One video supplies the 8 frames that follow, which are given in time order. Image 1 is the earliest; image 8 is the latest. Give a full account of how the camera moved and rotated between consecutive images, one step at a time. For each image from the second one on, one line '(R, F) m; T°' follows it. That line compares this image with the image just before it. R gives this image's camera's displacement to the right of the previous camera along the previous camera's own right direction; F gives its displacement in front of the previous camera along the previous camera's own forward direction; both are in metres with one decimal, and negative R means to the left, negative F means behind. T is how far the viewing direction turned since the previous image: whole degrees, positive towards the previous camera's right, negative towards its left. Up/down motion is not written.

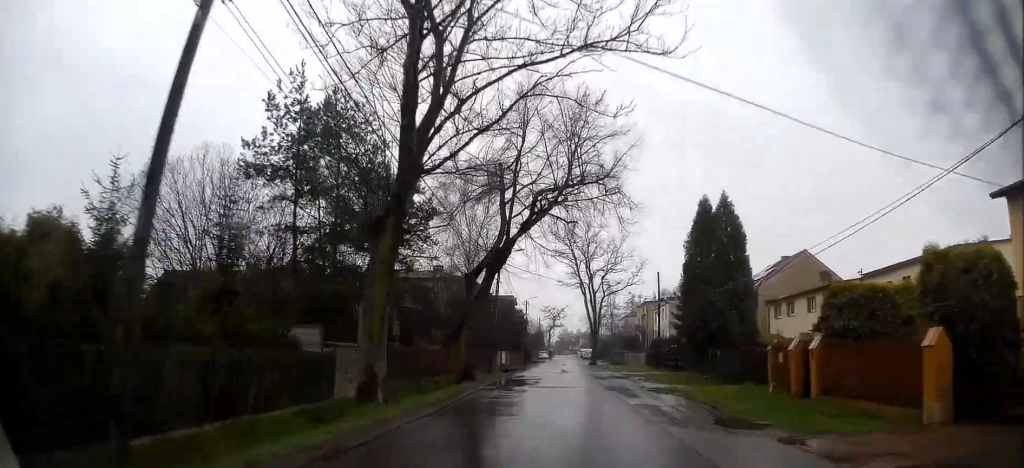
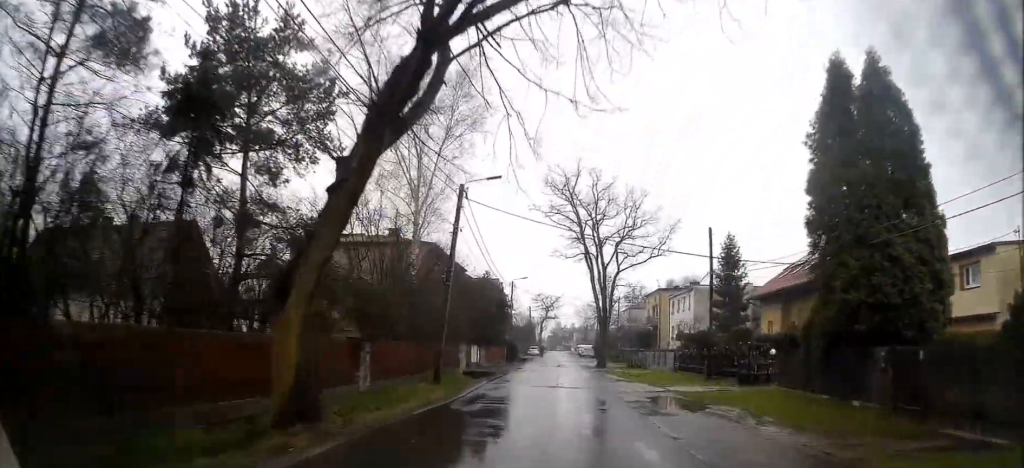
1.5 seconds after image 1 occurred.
(0.0, +15.9) m; +1°
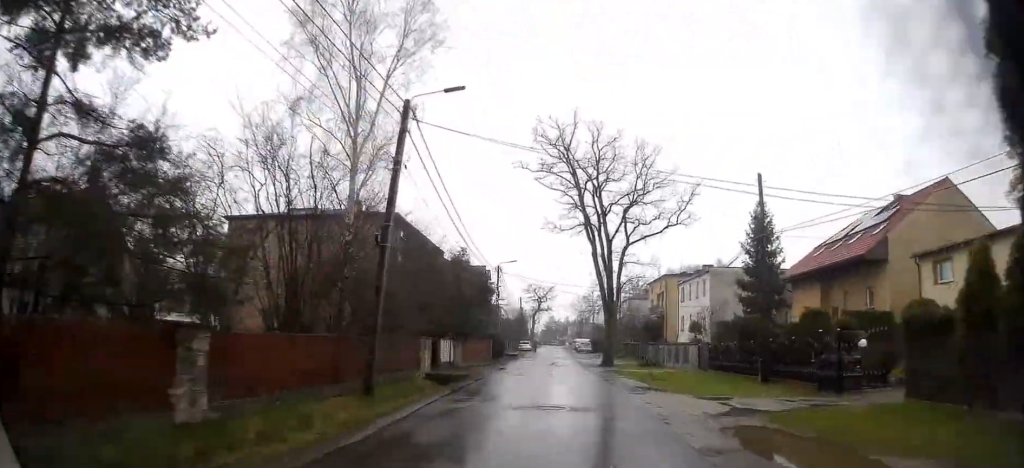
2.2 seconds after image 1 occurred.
(0.0, +8.1) m; 0°
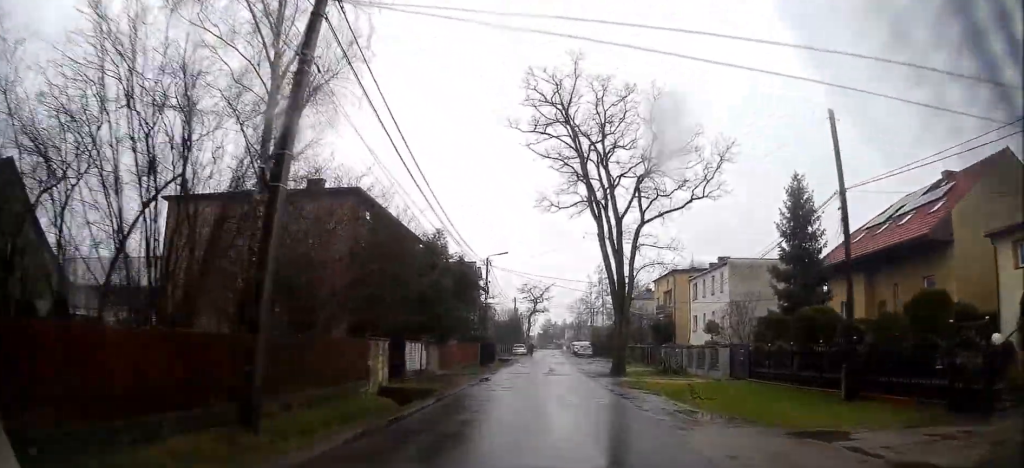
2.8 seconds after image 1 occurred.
(0.0, +5.9) m; 0°
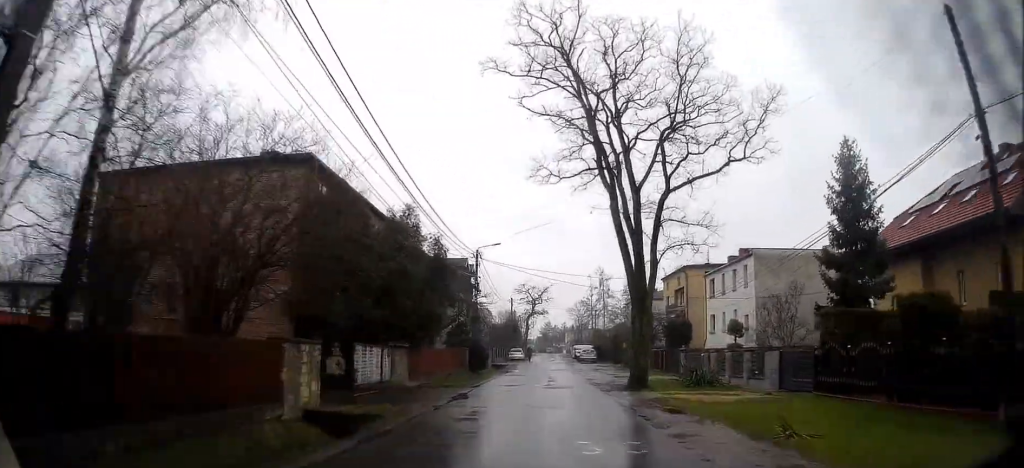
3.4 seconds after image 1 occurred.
(0.0, +5.9) m; 0°
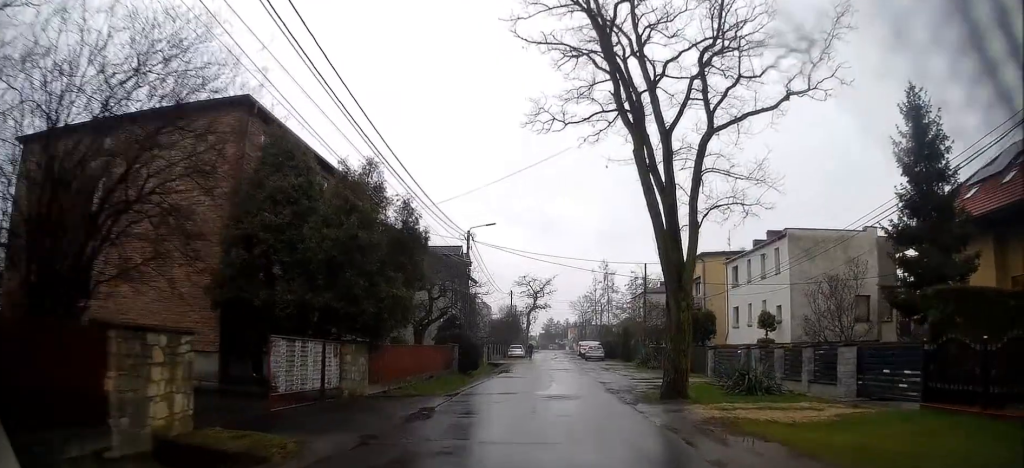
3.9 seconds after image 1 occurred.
(0.0, +5.4) m; 0°
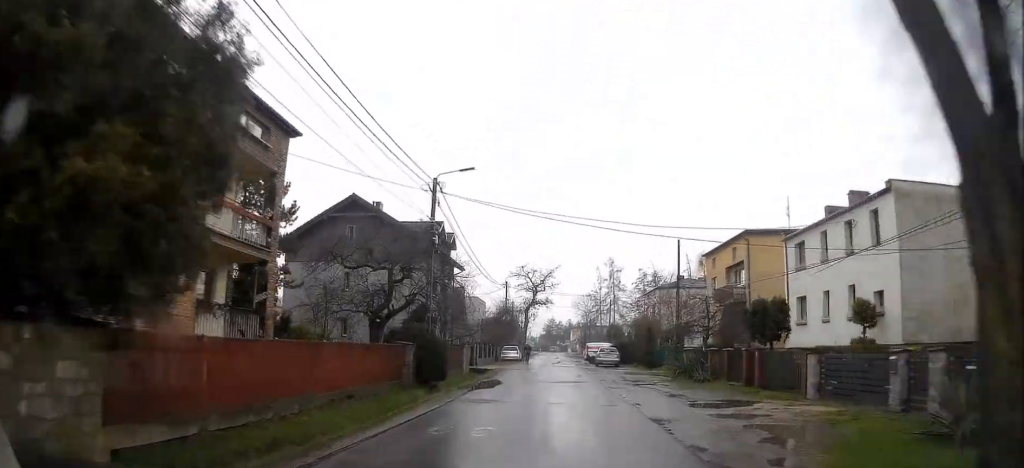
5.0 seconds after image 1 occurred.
(+0.1, +11.4) m; +1°
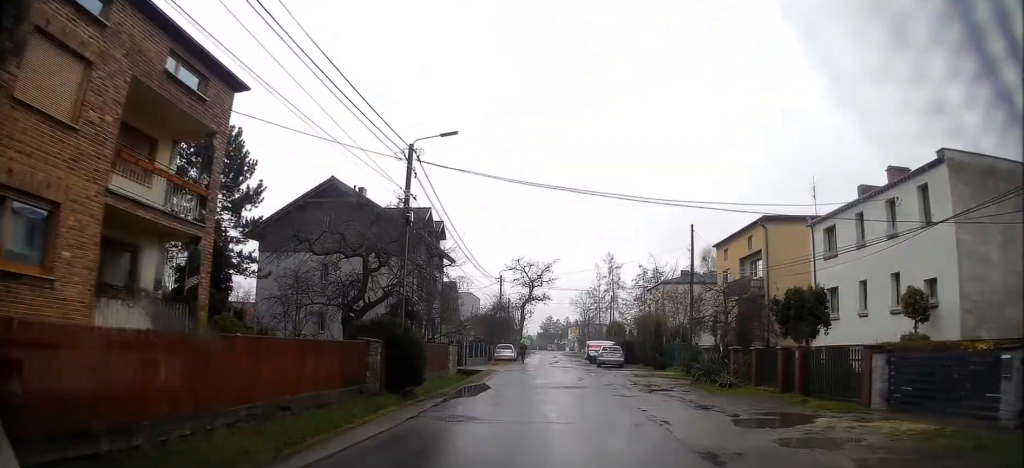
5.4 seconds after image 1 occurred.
(0.0, +4.0) m; 0°
